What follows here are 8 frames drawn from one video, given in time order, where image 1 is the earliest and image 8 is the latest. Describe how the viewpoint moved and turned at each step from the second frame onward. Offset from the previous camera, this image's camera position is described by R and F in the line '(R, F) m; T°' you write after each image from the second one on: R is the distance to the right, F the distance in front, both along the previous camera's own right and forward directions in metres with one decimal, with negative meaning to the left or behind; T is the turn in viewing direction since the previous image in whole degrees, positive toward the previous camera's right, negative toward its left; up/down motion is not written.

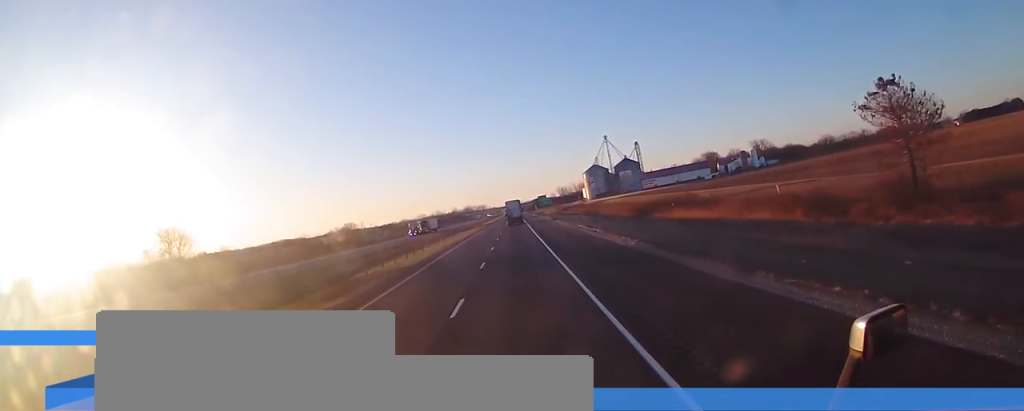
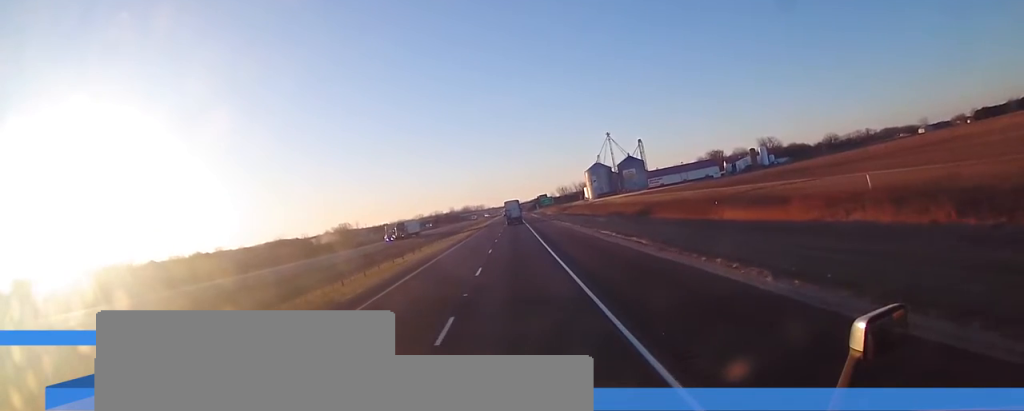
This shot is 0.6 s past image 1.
(+0.3, +15.3) m; 0°
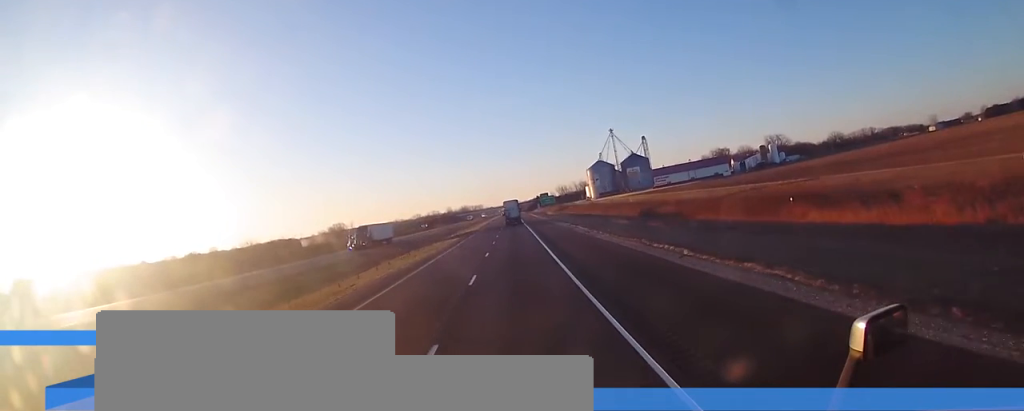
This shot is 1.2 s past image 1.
(-0.3, +15.7) m; 0°
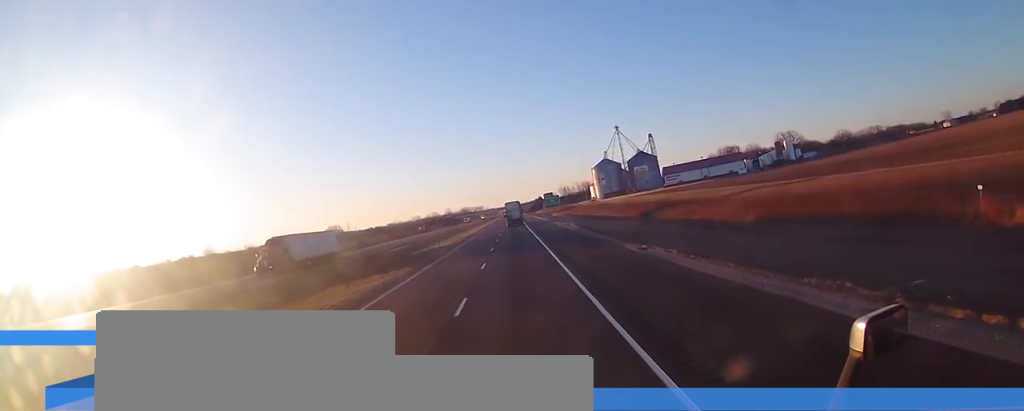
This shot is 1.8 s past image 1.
(-0.1, +17.4) m; 0°
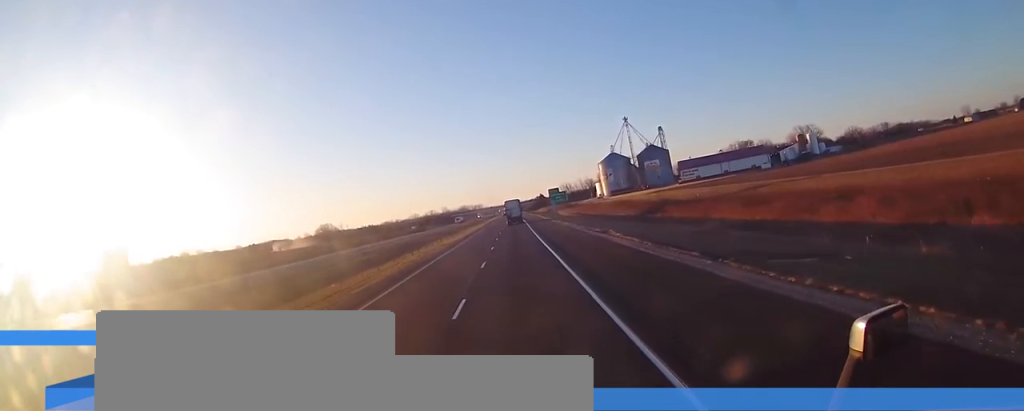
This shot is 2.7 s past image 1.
(+0.2, +25.0) m; +1°
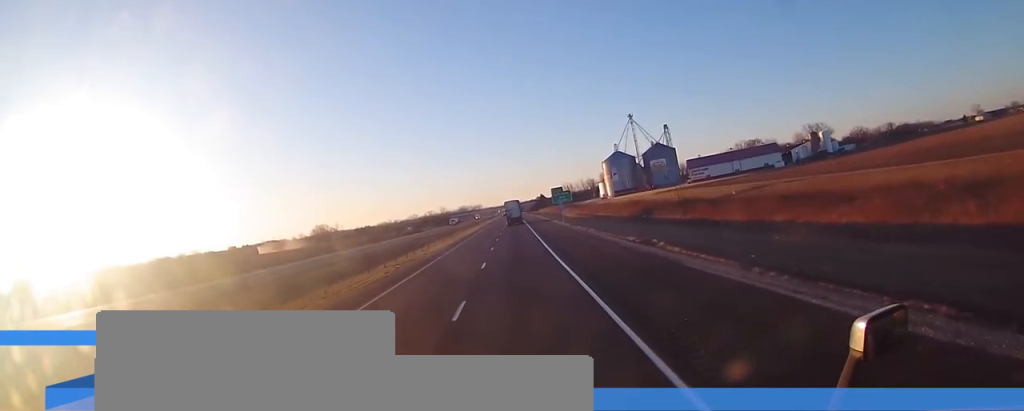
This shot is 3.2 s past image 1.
(+0.1, +13.0) m; 0°
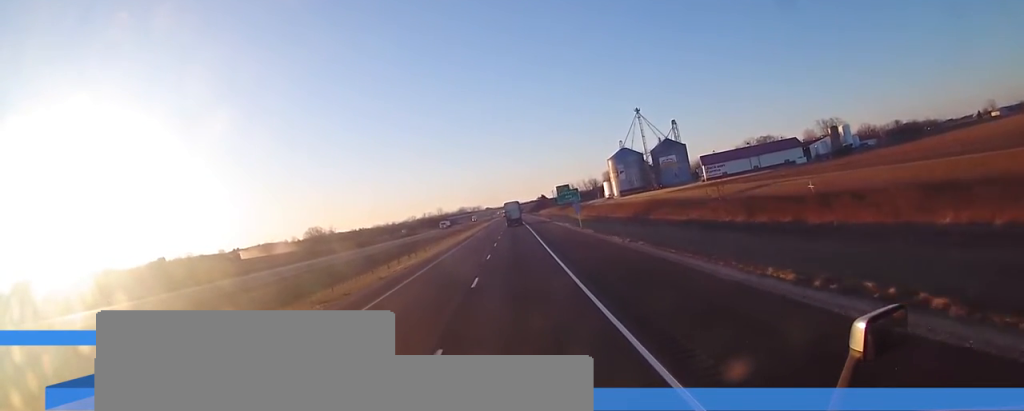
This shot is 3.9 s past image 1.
(0.0, +17.5) m; 0°
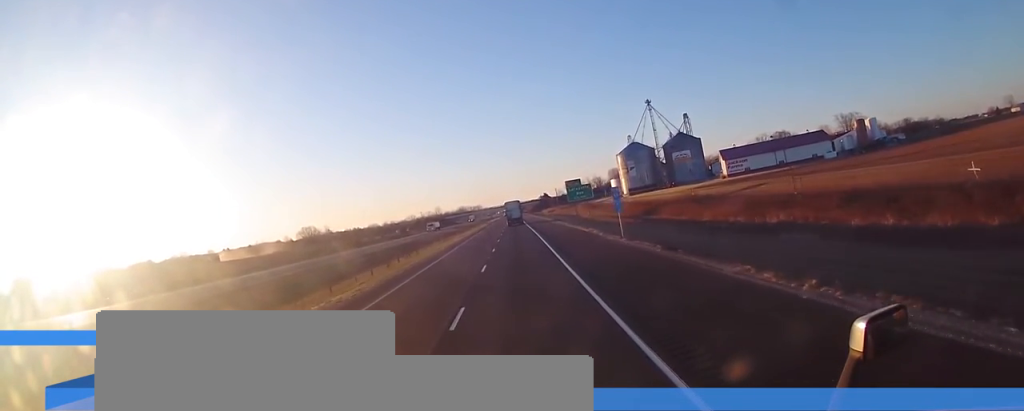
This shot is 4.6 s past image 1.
(-0.1, +19.8) m; 0°
